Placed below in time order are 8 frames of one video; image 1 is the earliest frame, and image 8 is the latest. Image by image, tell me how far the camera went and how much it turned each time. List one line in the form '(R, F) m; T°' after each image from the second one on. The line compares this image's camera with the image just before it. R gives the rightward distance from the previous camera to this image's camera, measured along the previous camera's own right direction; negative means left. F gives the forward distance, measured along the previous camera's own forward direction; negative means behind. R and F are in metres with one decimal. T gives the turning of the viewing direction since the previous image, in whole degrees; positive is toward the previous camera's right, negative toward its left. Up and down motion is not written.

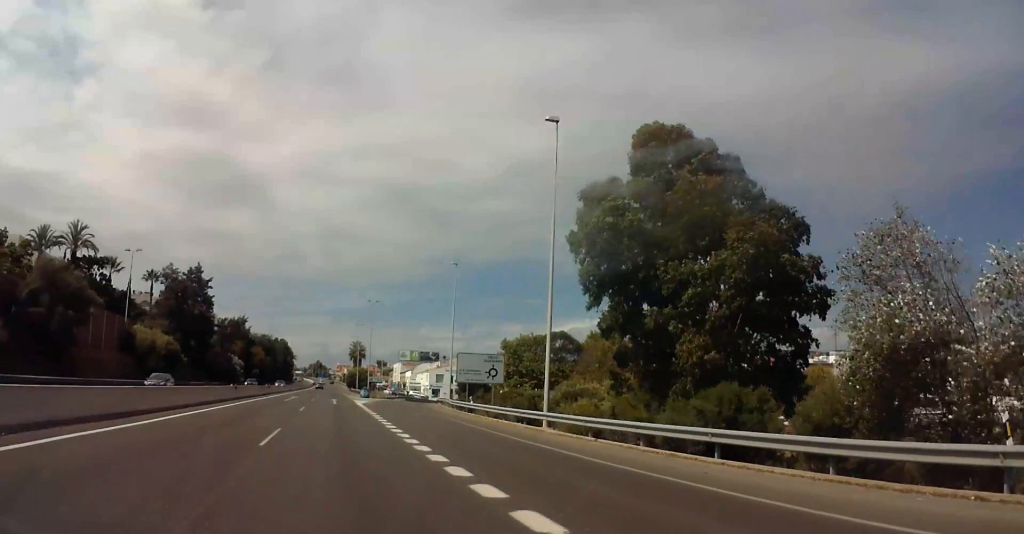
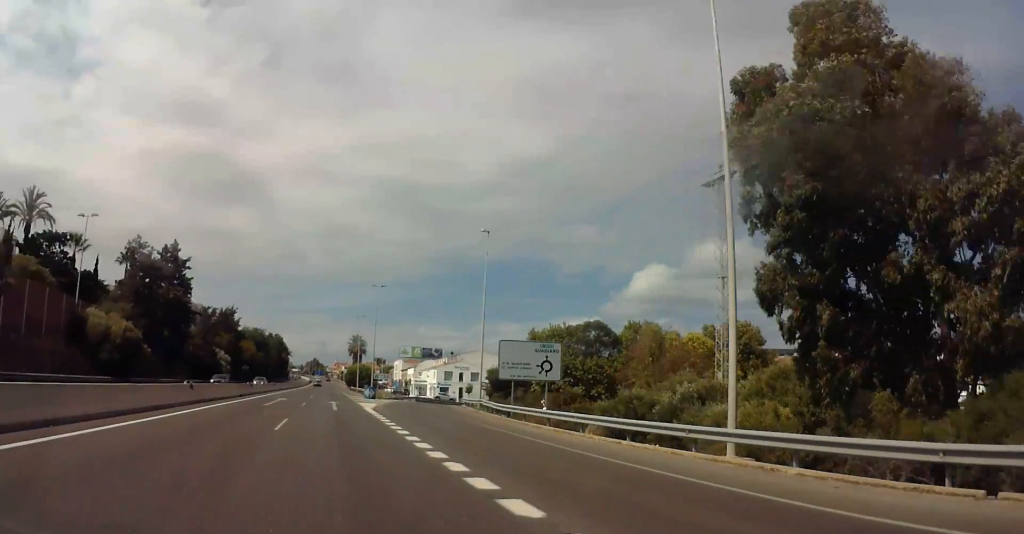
(0.0, +14.7) m; 0°
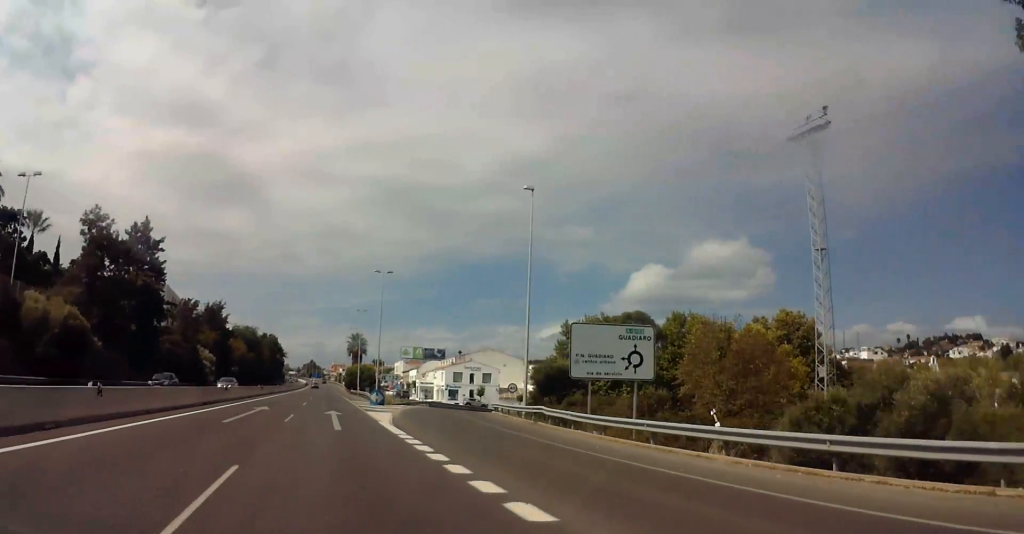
(0.0, +13.7) m; 0°
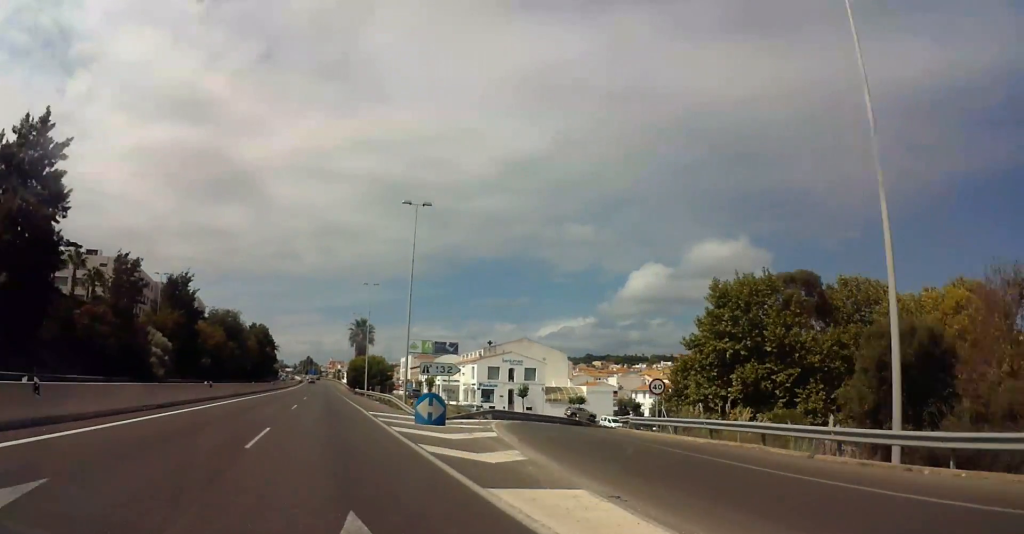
(0.0, +29.5) m; 0°
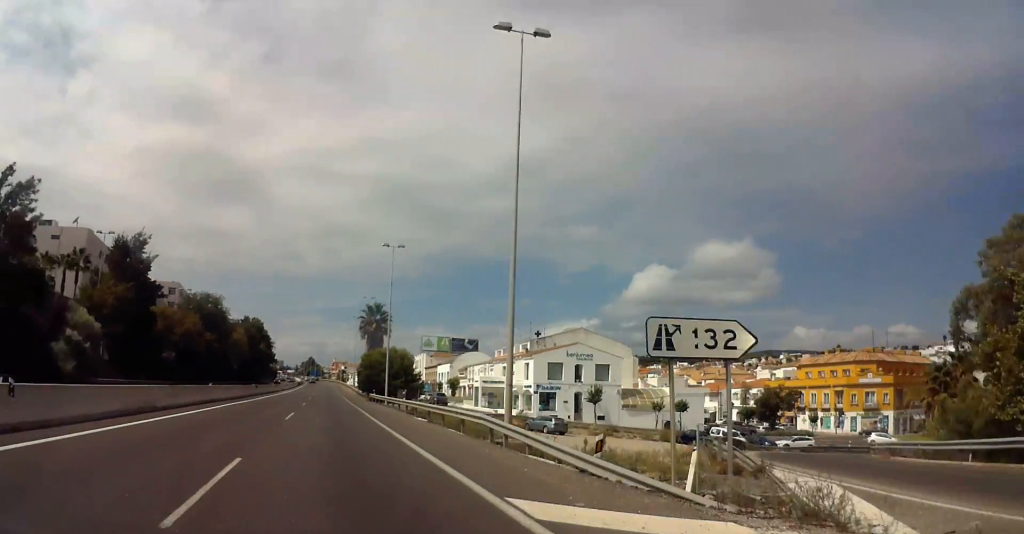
(0.0, +25.5) m; 0°
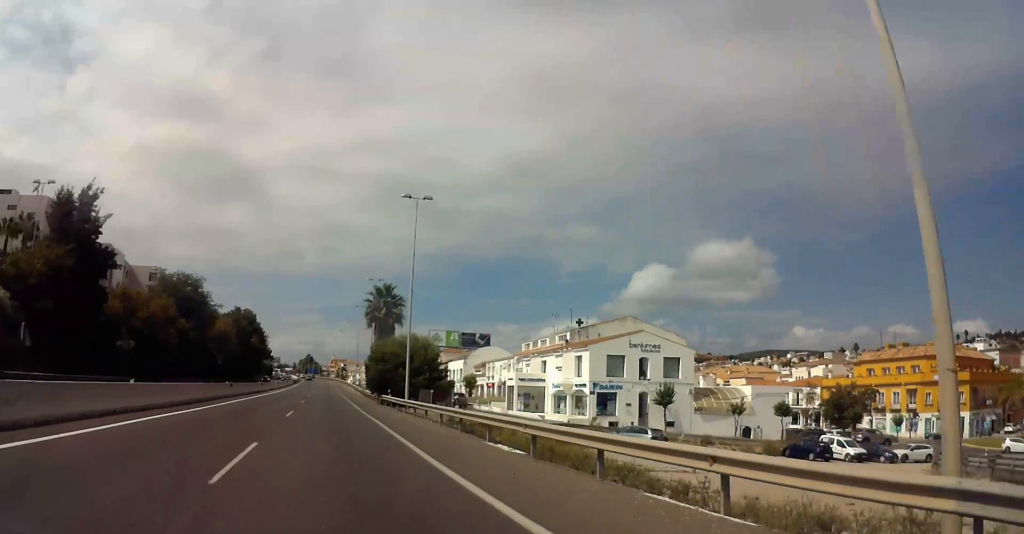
(+0.1, +17.7) m; 0°
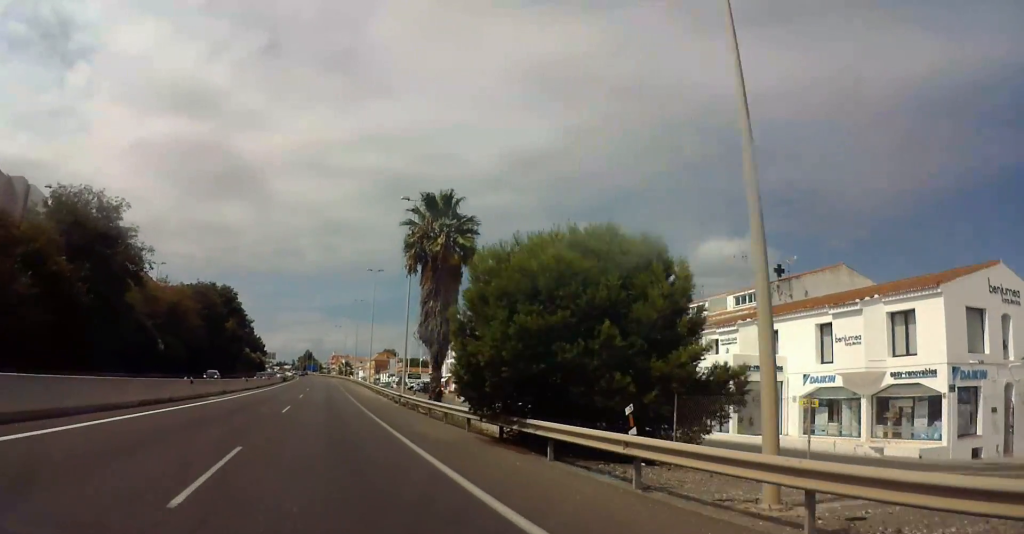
(-0.1, +36.4) m; 0°
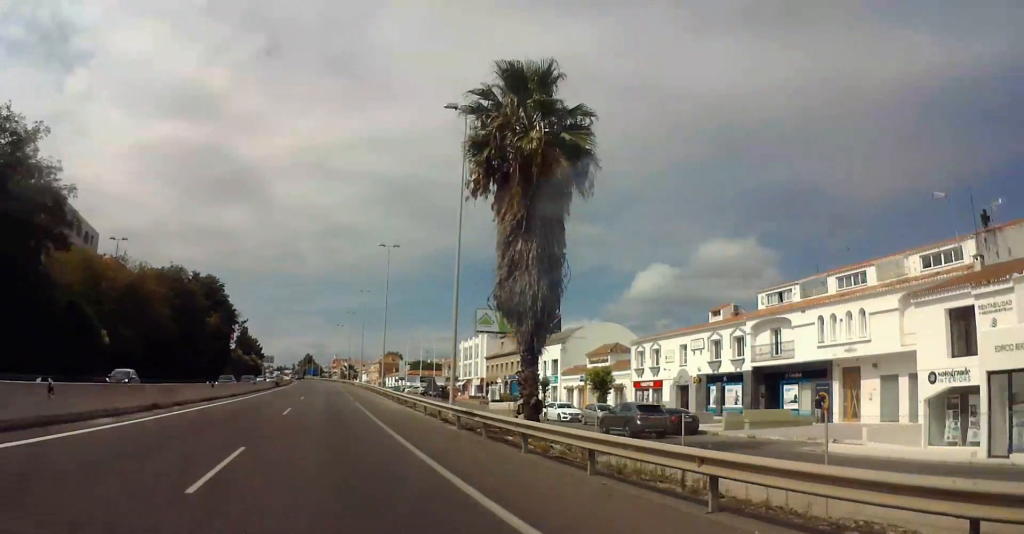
(+0.1, +18.8) m; 0°
